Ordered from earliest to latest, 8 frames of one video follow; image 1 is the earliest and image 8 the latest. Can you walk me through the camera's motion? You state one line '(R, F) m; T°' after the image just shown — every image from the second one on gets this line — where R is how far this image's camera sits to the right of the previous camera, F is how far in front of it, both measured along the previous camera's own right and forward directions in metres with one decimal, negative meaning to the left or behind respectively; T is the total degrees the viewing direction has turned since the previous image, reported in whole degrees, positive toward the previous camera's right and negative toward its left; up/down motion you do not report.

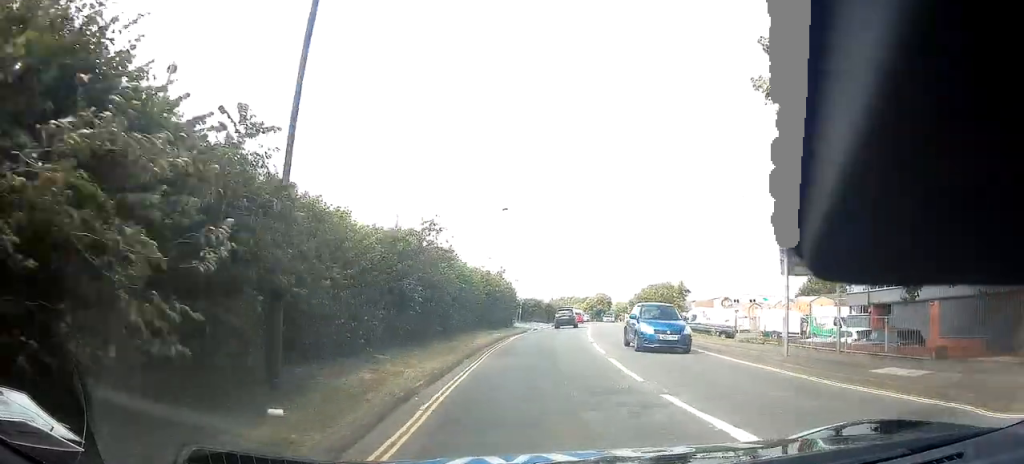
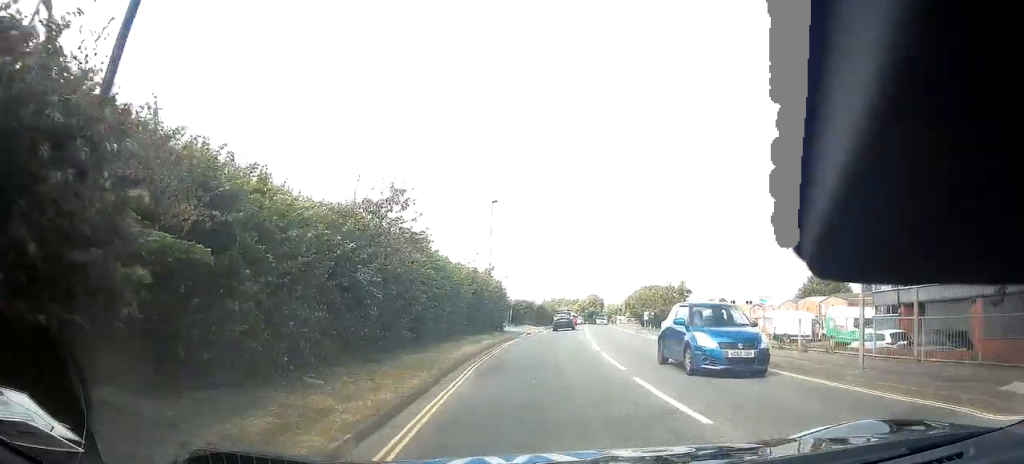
(+0.1, +4.0) m; +2°
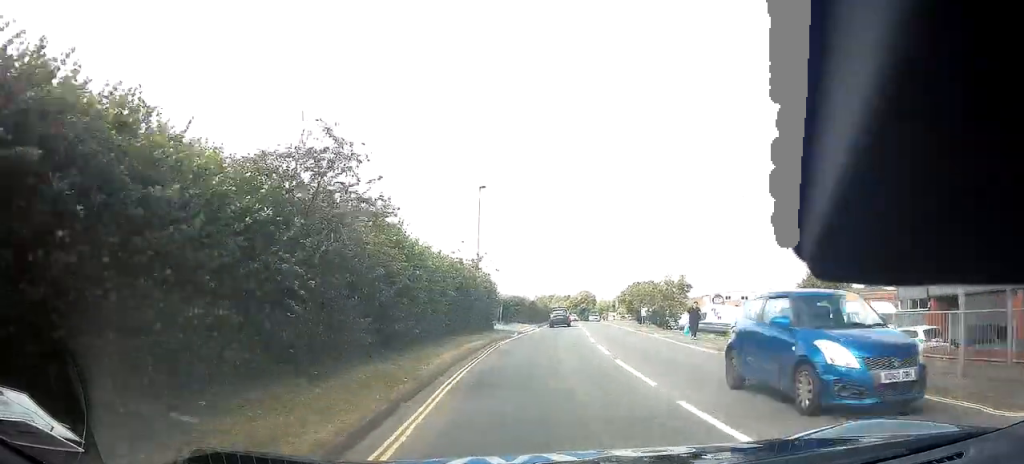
(+0.1, +3.4) m; +1°
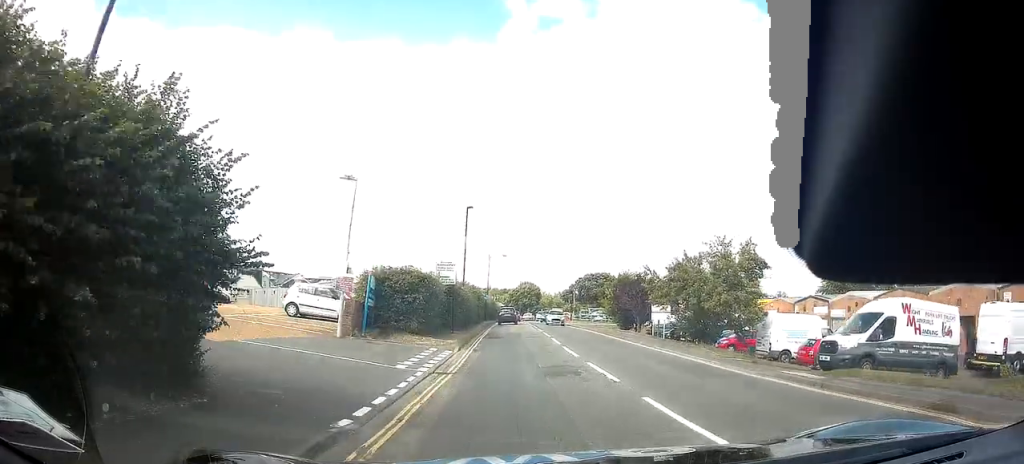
(+0.8, +29.7) m; +1°
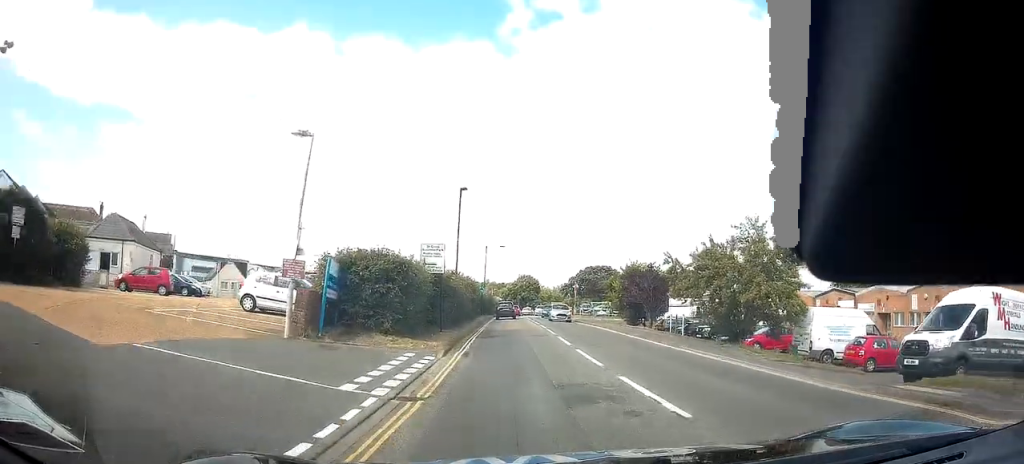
(-0.1, +4.4) m; -1°
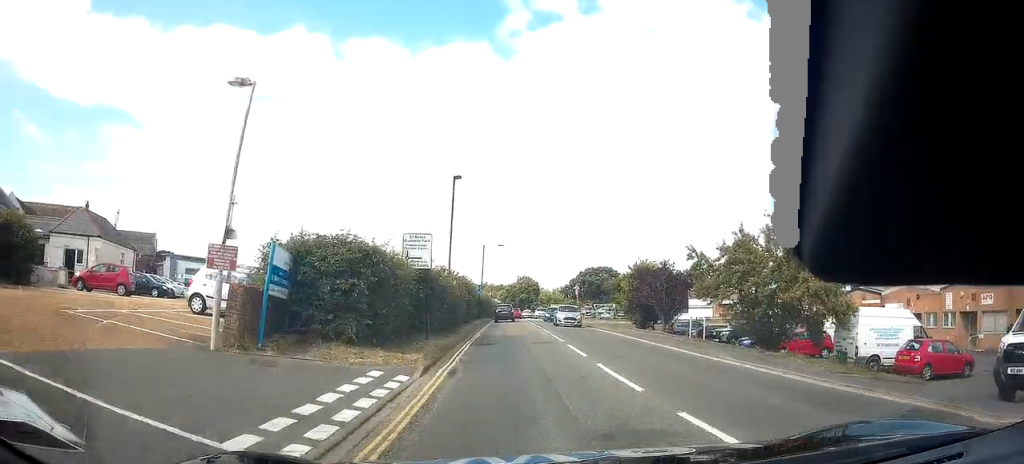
(0.0, +3.8) m; -1°
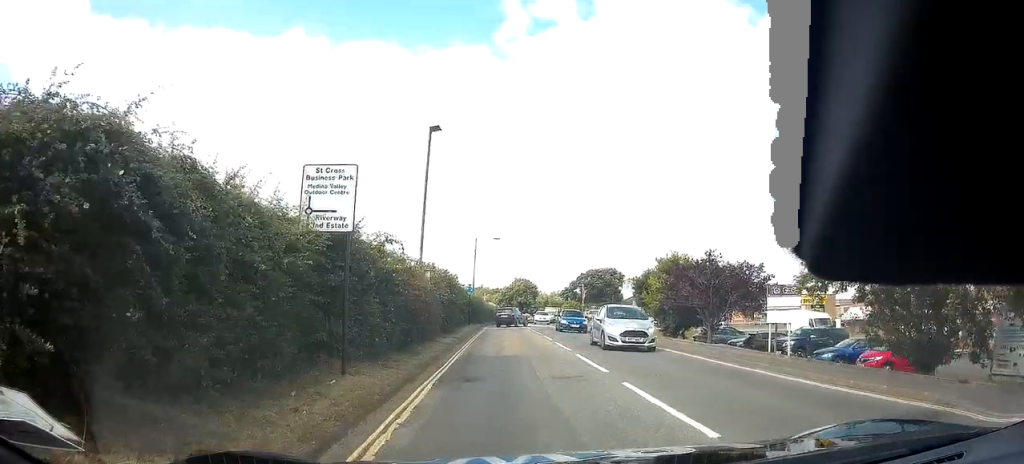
(0.0, +9.5) m; 0°
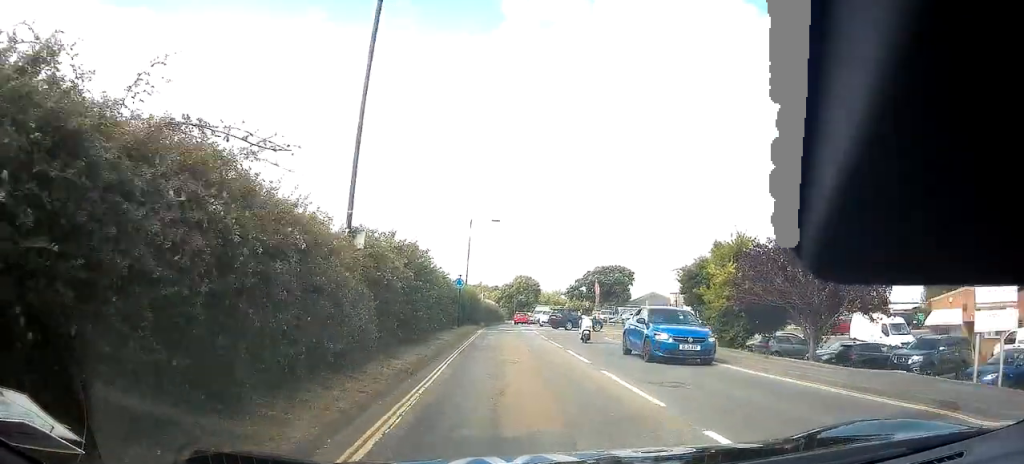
(0.0, +10.2) m; -2°
